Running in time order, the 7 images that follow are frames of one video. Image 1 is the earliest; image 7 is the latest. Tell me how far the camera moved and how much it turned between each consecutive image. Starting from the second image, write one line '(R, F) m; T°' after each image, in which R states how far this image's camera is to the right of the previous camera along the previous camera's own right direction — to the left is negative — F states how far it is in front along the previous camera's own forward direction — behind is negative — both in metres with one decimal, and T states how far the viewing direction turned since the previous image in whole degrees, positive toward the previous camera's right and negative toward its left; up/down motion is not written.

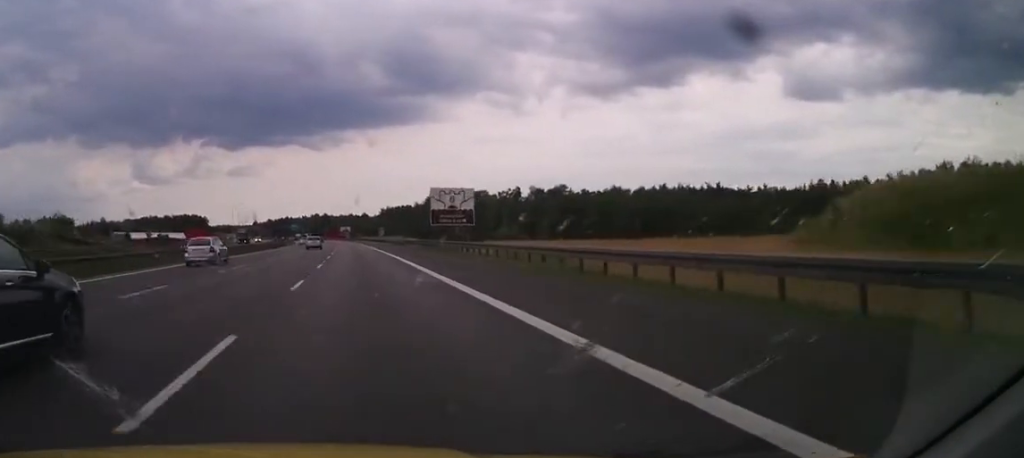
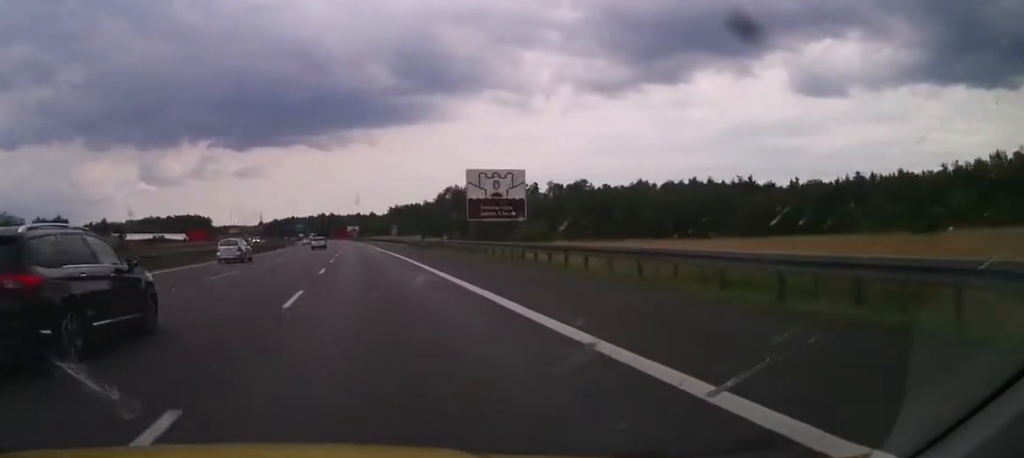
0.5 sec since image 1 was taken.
(+0.2, +15.6) m; 0°
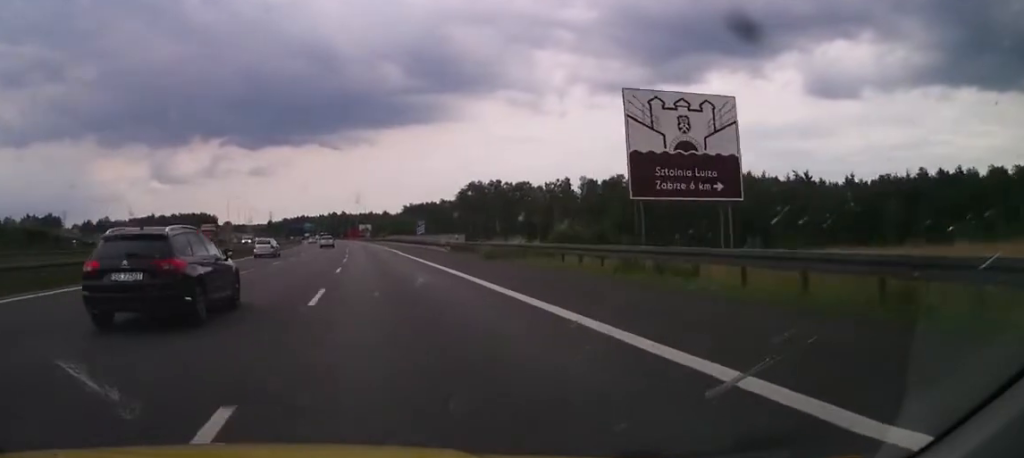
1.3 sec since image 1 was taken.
(+0.1, +23.9) m; 0°
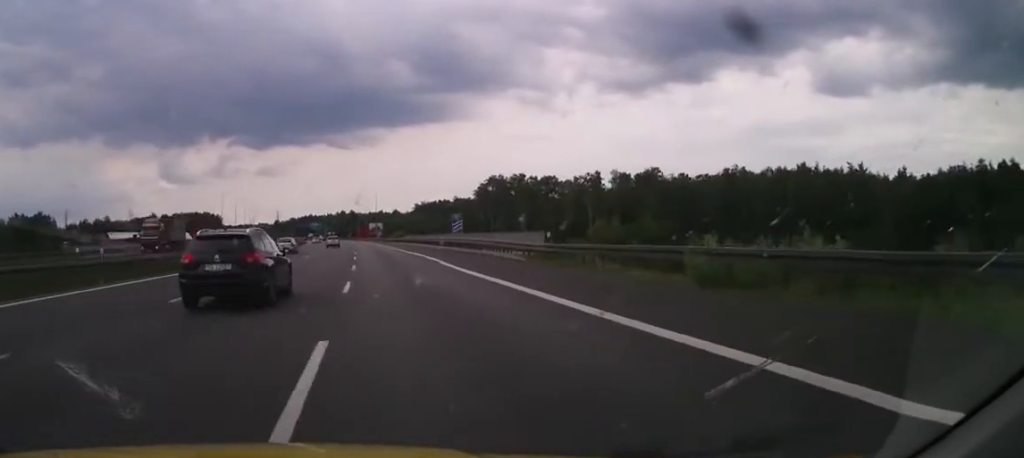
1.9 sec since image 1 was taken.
(0.0, +20.8) m; -1°
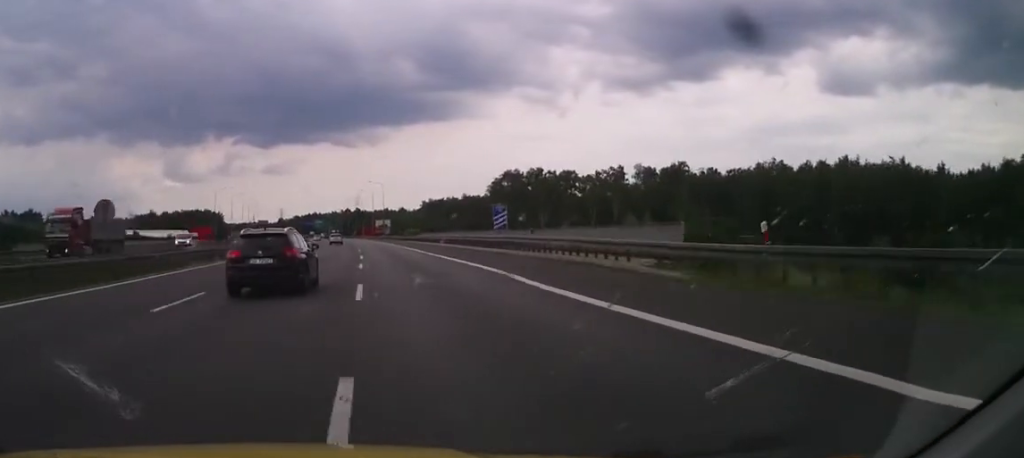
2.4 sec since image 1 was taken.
(-0.1, +14.5) m; 0°
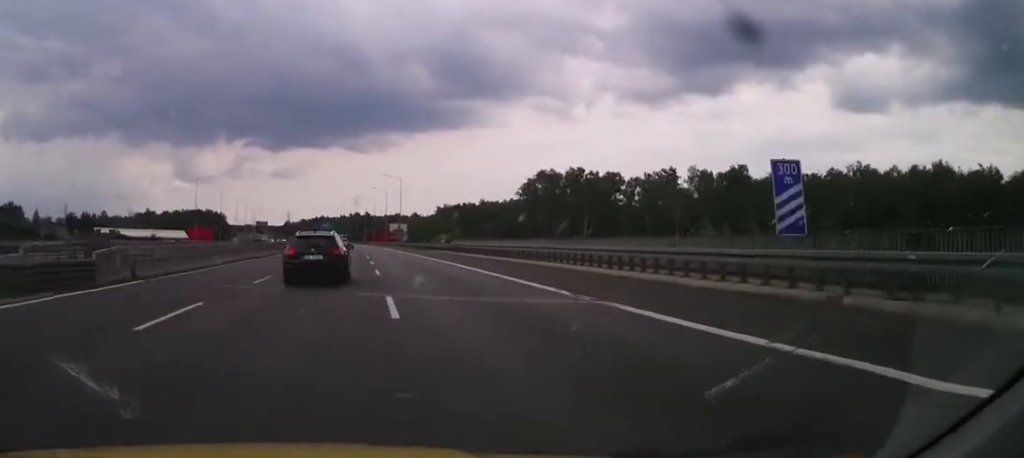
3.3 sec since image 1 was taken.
(-0.2, +26.9) m; -1°
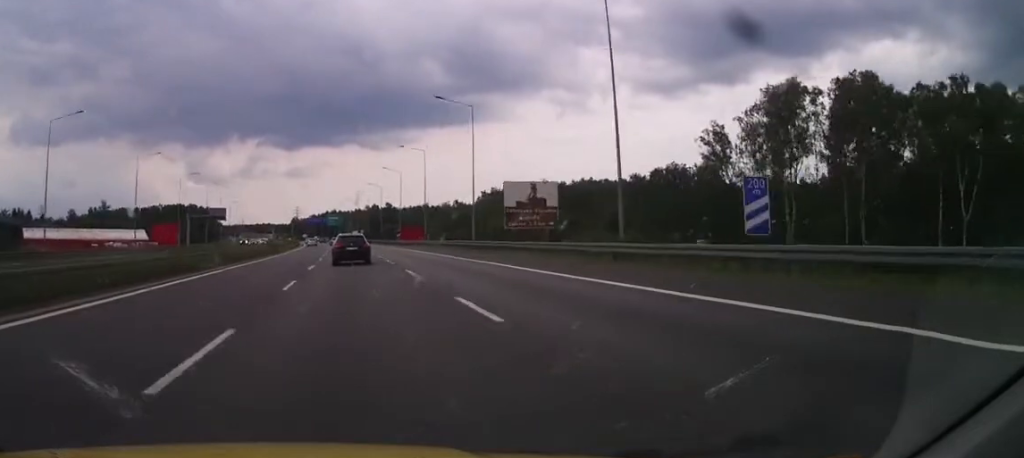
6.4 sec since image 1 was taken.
(-3.2, +96.8) m; -4°
